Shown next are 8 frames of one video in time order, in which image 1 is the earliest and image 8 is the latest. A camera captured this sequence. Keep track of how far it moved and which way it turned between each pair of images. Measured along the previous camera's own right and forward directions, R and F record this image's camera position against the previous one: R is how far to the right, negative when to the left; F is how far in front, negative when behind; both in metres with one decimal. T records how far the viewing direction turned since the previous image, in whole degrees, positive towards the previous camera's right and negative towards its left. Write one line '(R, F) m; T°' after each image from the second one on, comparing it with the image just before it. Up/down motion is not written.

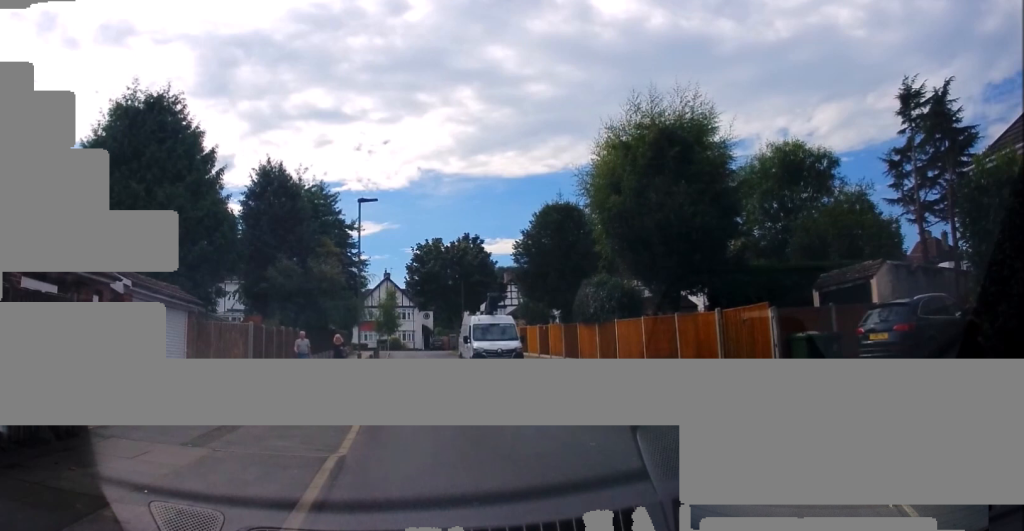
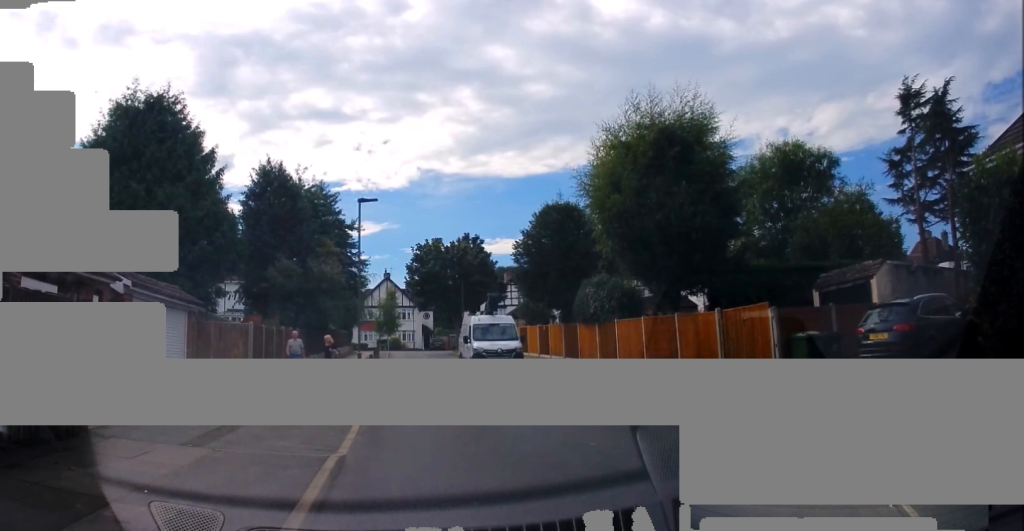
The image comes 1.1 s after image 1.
(0.0, 0.0) m; 0°
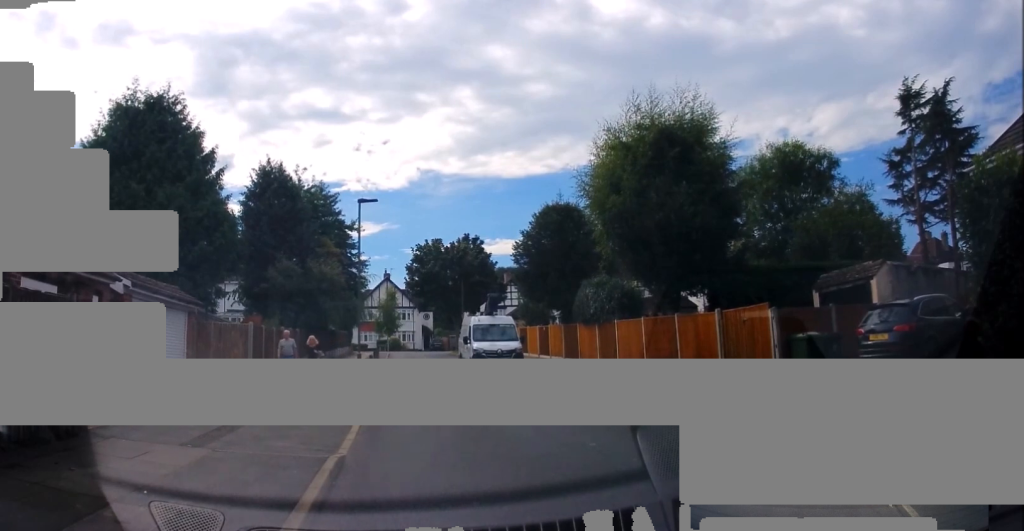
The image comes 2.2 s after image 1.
(0.0, 0.0) m; 0°
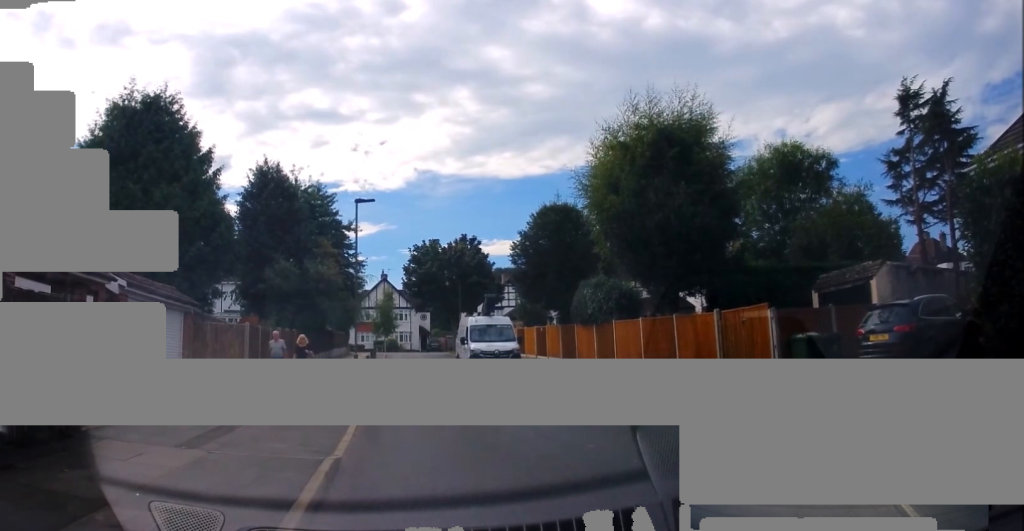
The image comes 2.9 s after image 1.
(0.0, 0.0) m; 0°
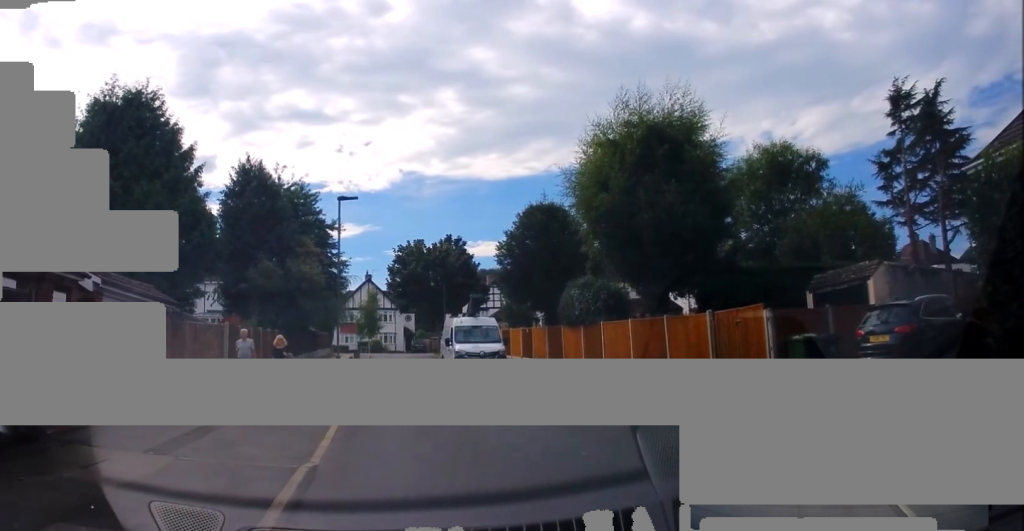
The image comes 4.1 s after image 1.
(0.0, 0.0) m; 0°
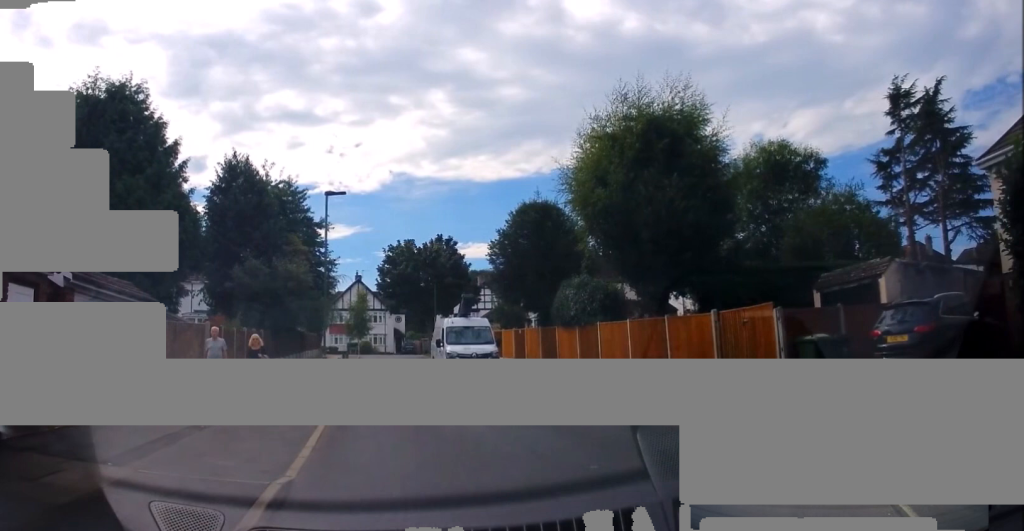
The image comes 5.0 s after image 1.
(+0.2, +0.2) m; 0°
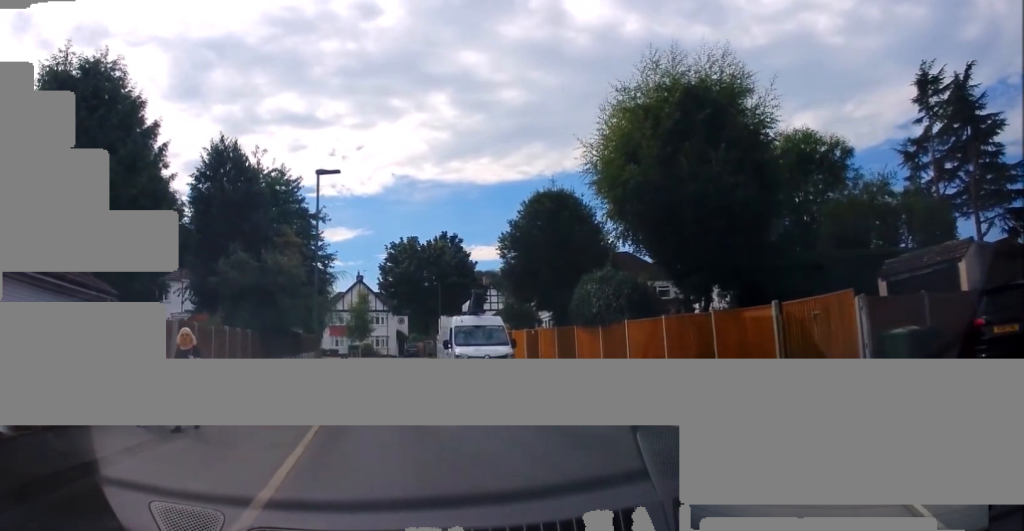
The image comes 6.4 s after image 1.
(+0.1, +1.5) m; 0°
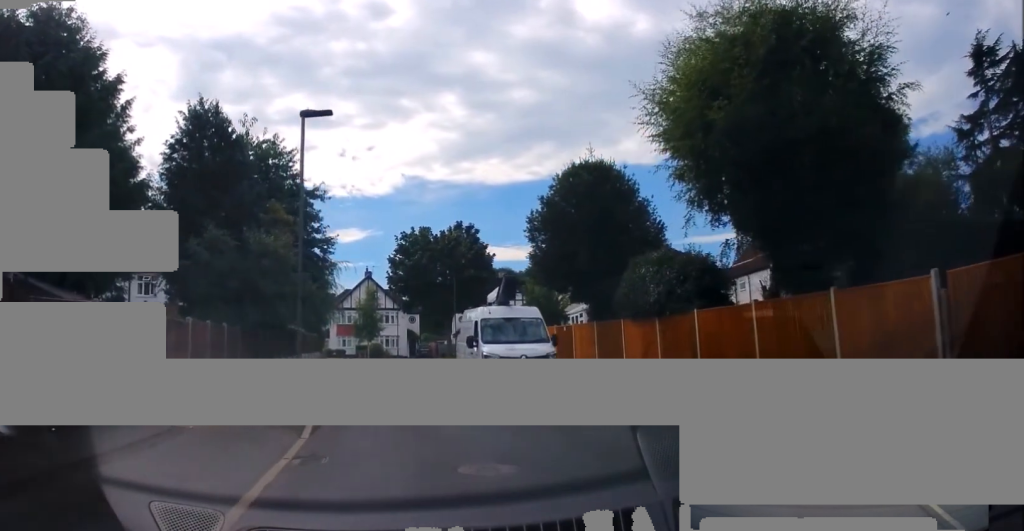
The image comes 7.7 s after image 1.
(0.0, +4.0) m; 0°
